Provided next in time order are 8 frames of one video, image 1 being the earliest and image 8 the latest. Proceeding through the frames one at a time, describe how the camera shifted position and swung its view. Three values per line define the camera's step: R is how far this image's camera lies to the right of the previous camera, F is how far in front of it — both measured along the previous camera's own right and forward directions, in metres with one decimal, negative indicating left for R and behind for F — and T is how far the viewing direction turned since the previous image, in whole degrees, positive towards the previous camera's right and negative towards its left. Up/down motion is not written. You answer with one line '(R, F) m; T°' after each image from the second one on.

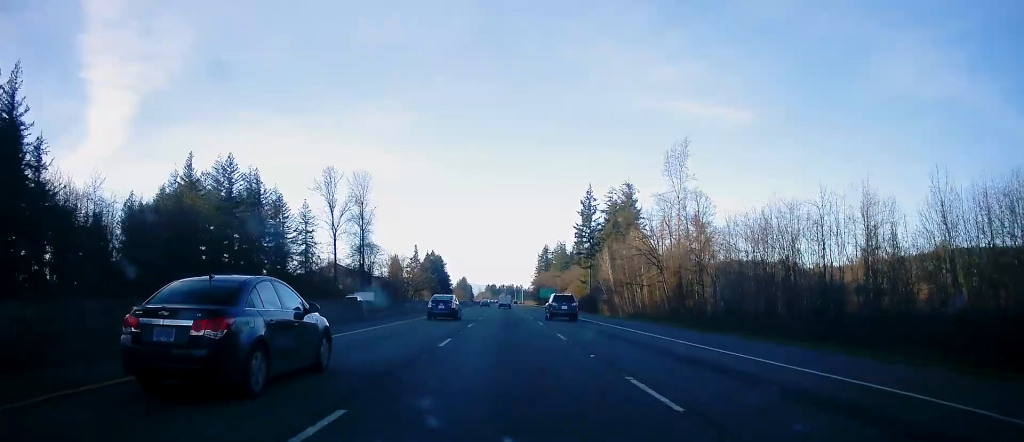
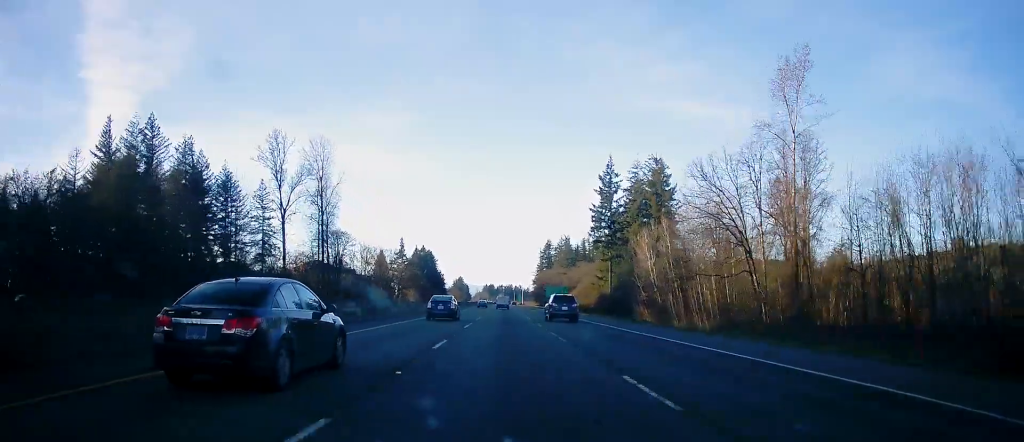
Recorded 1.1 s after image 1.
(0.0, +36.7) m; 0°
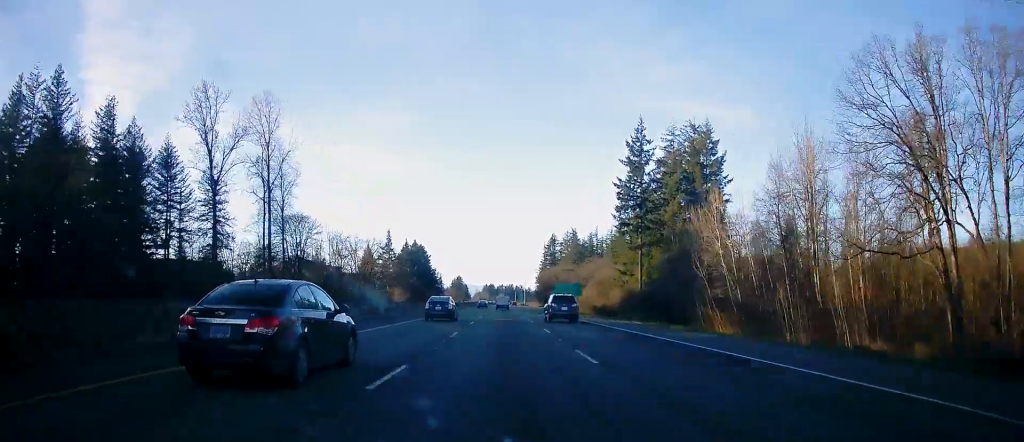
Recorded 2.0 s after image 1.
(-0.1, +31.1) m; 0°
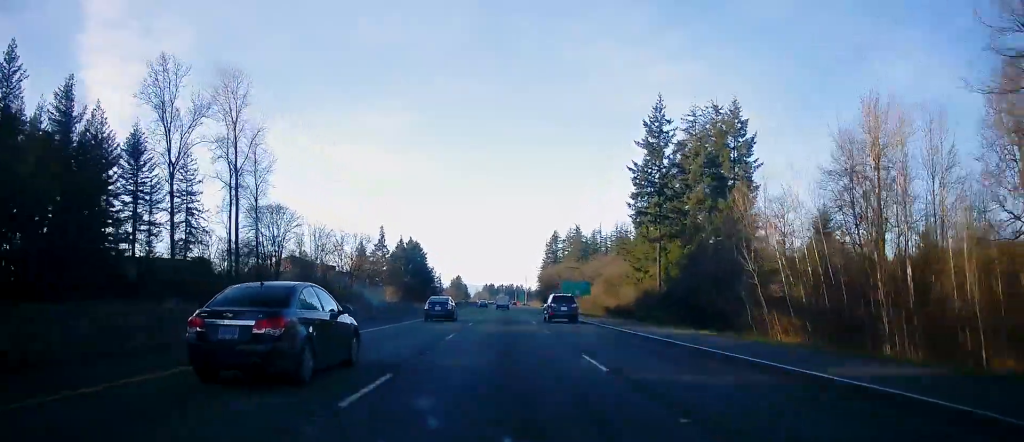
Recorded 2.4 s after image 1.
(0.0, +13.3) m; 0°
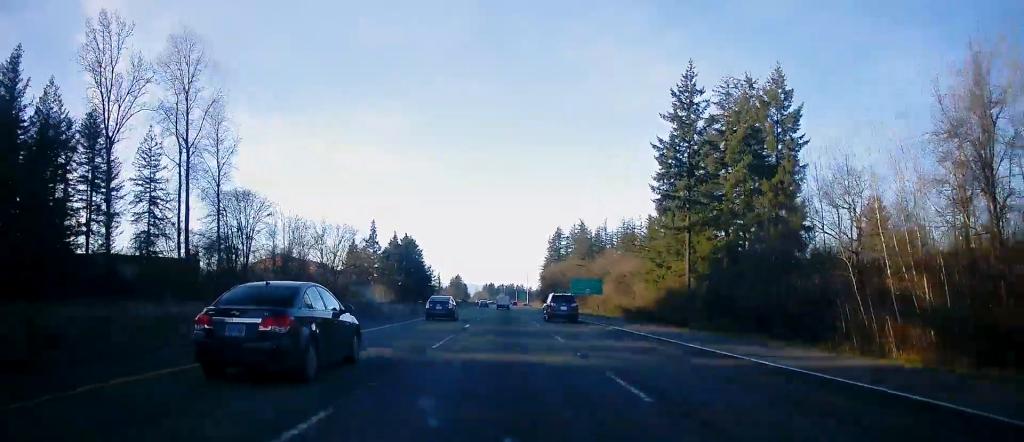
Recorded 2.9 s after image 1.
(-0.1, +15.6) m; 0°
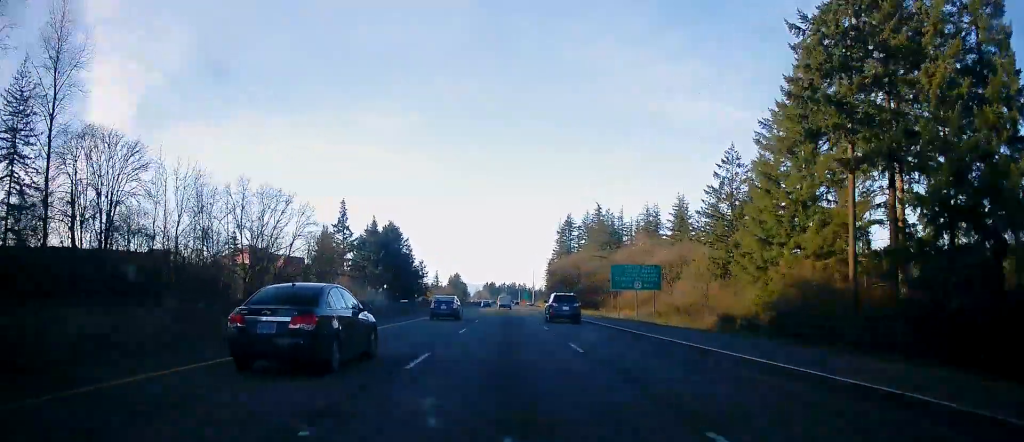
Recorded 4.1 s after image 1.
(+0.4, +41.1) m; 0°
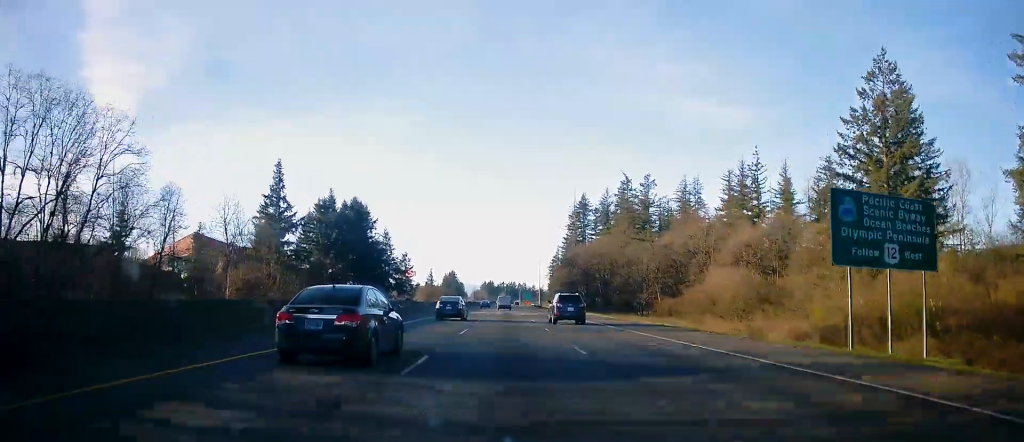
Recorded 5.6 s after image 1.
(-0.6, +48.8) m; -1°
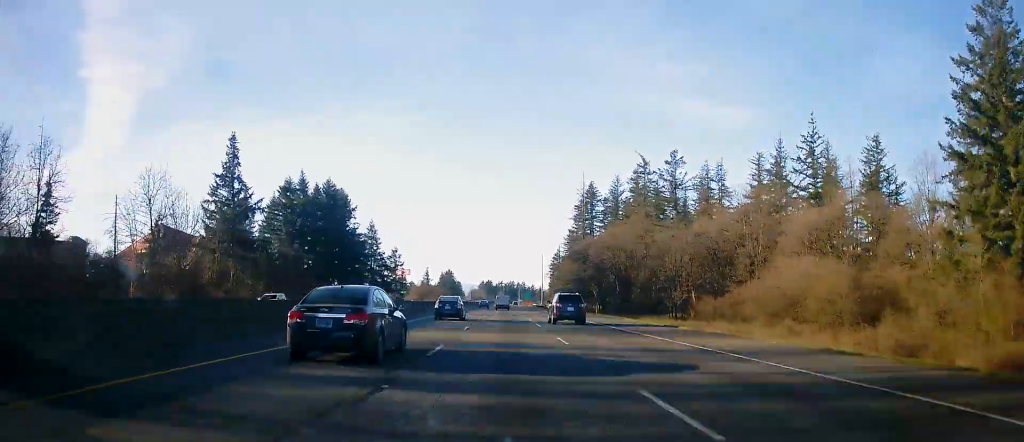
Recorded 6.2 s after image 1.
(+0.1, +21.1) m; 0°
